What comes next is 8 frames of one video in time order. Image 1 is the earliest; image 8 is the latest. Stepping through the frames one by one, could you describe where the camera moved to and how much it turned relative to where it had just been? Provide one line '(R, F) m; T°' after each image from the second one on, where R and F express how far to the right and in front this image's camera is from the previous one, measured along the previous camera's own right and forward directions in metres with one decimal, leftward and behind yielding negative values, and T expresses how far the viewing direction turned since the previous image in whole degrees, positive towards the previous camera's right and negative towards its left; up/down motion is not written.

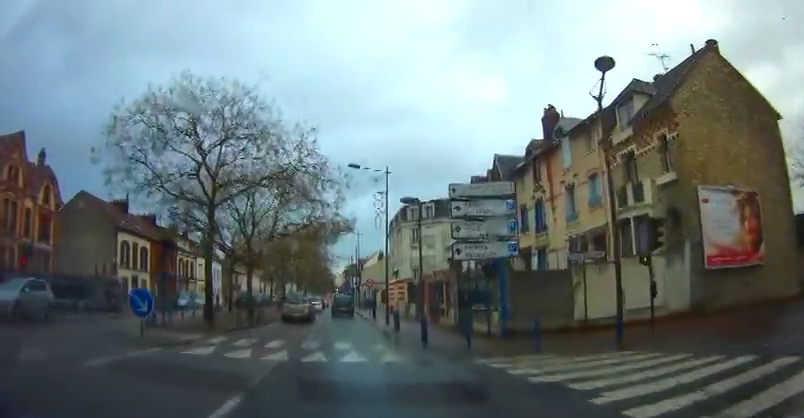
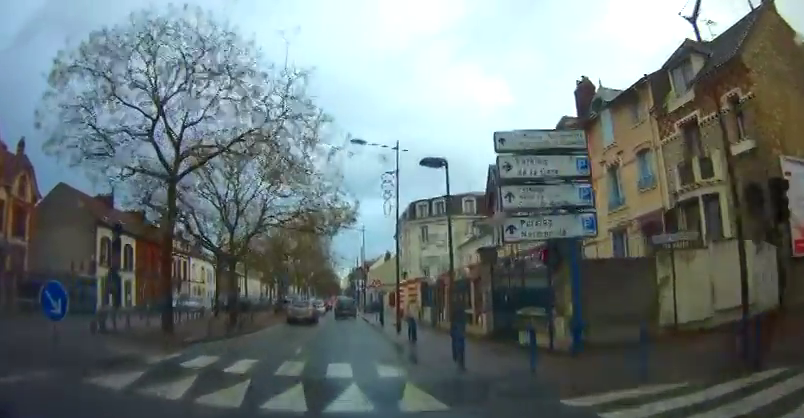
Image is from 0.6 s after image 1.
(0.0, +4.3) m; -1°
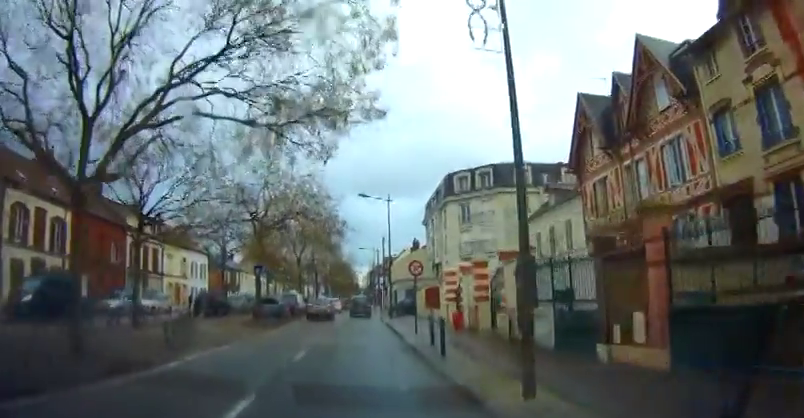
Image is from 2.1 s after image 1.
(-0.6, +14.0) m; -4°
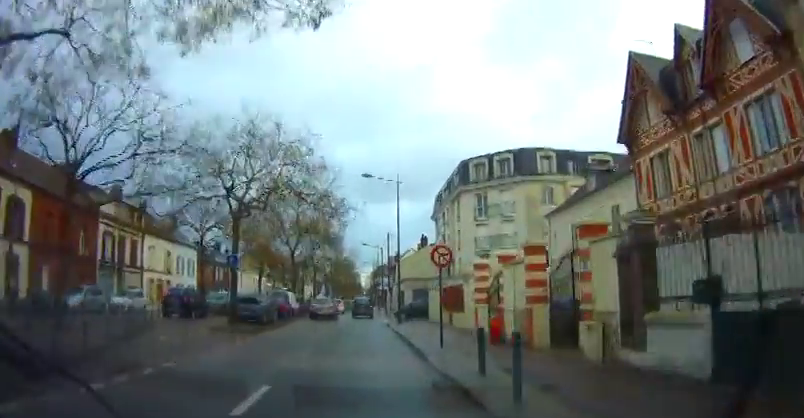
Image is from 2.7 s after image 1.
(0.0, +5.5) m; 0°
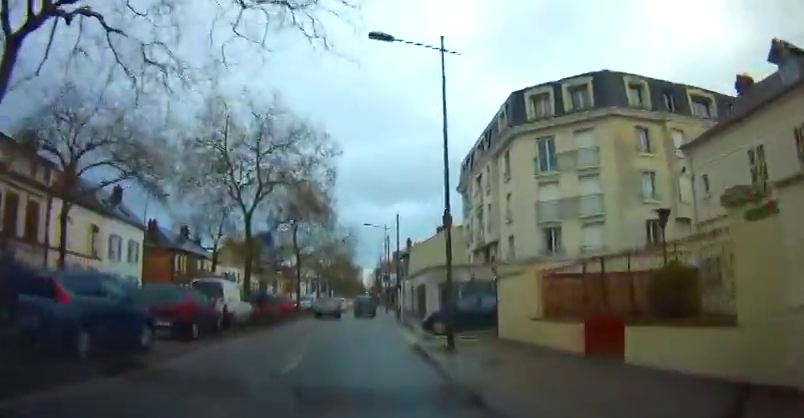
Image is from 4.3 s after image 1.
(+0.4, +15.8) m; +1°
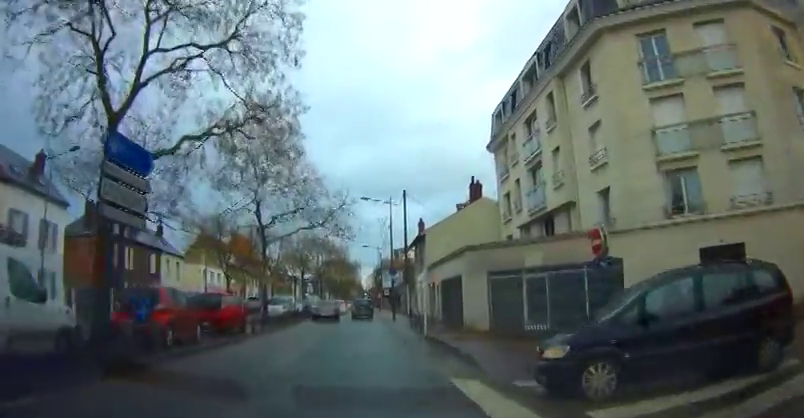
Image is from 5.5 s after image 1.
(-0.5, +13.1) m; -2°
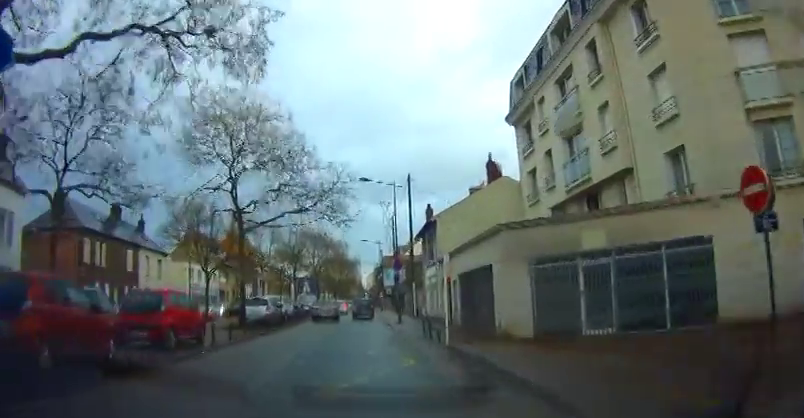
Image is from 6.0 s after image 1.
(0.0, +5.2) m; +1°
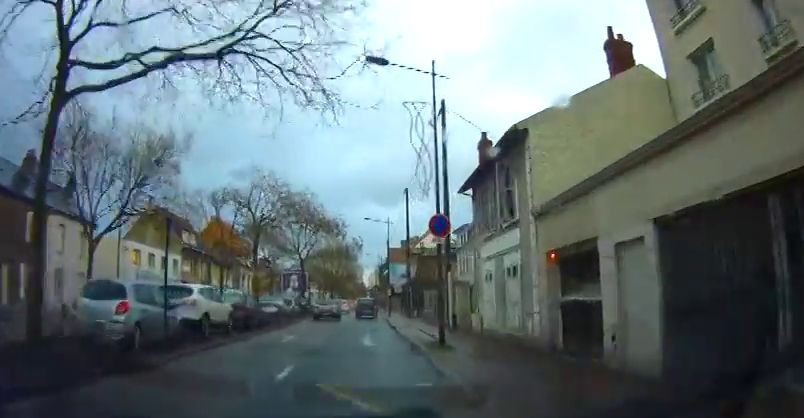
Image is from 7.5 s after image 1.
(+0.4, +15.1) m; 0°
